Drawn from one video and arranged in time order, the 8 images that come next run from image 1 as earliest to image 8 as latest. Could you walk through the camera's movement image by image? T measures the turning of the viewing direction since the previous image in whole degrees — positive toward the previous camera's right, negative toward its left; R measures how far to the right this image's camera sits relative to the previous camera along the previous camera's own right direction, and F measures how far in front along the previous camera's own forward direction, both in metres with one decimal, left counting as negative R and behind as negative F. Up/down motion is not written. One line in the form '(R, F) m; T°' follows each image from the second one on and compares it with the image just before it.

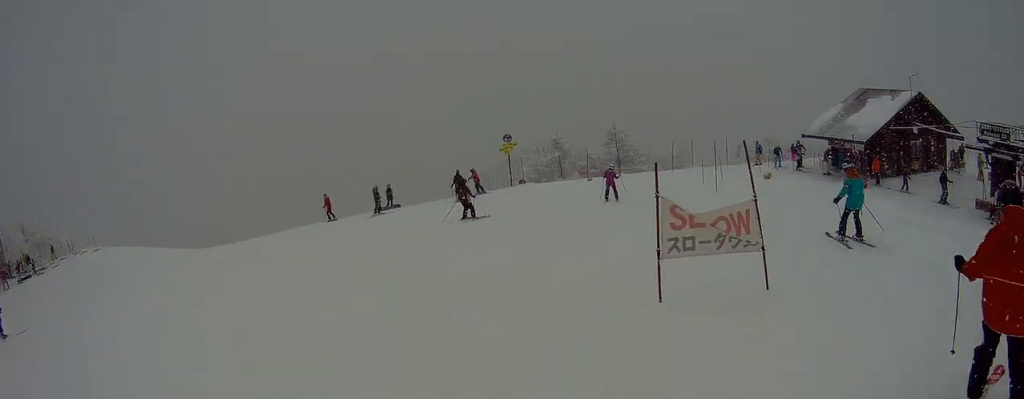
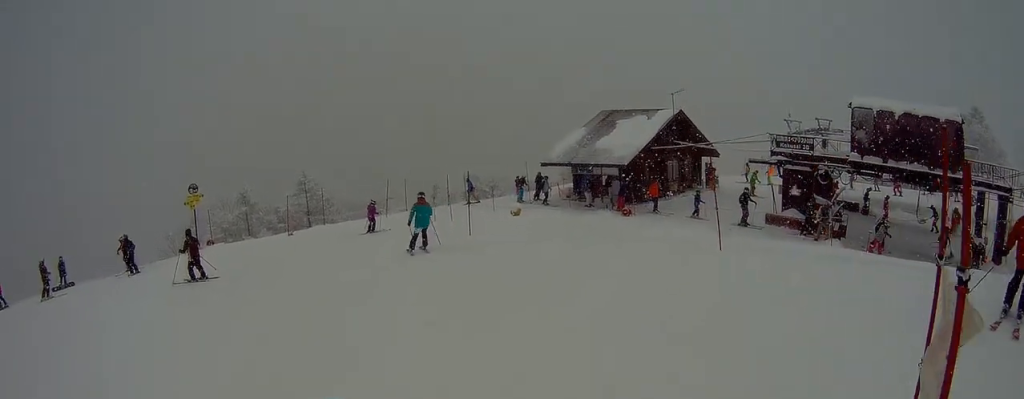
(+2.5, +6.0) m; +32°
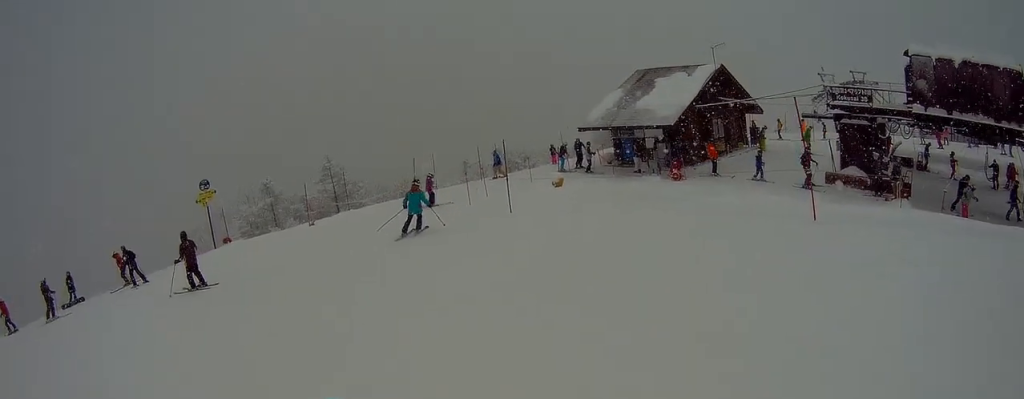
(+0.3, +2.1) m; +1°
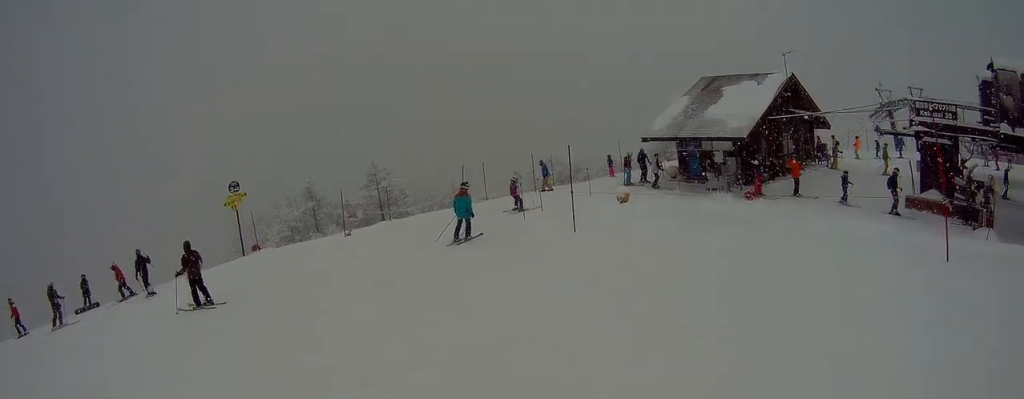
(-0.1, +2.3) m; +3°
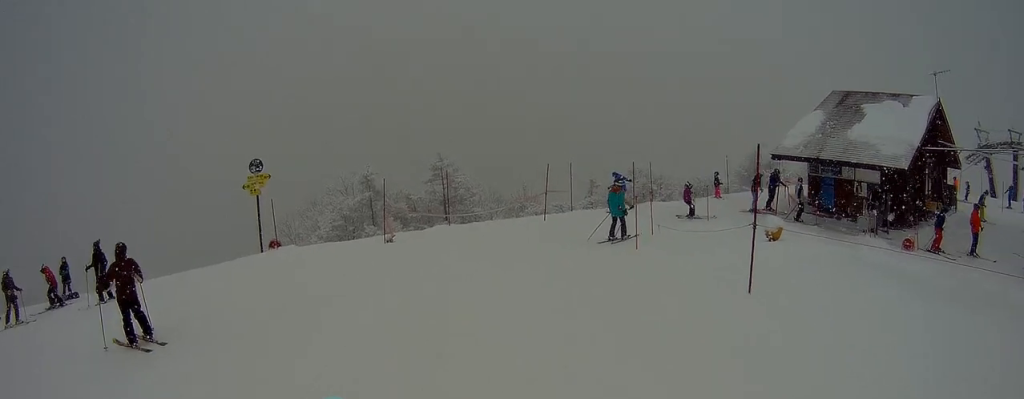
(+0.3, +5.5) m; +4°
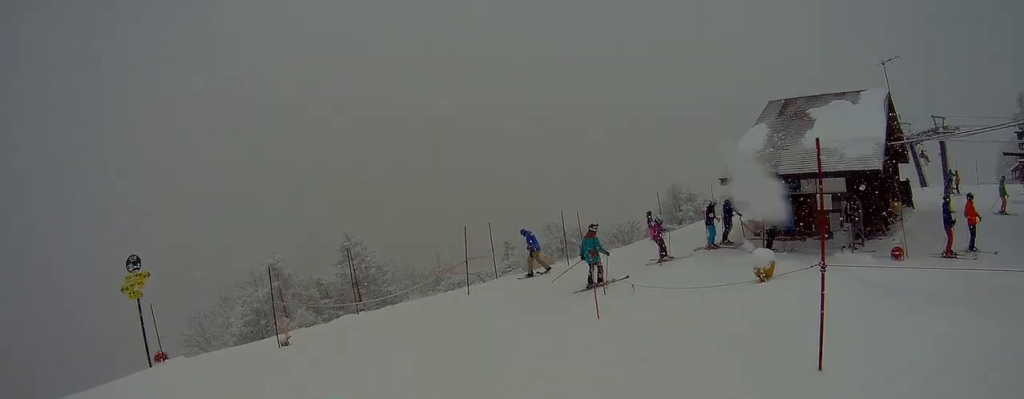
(+0.2, +3.0) m; -1°
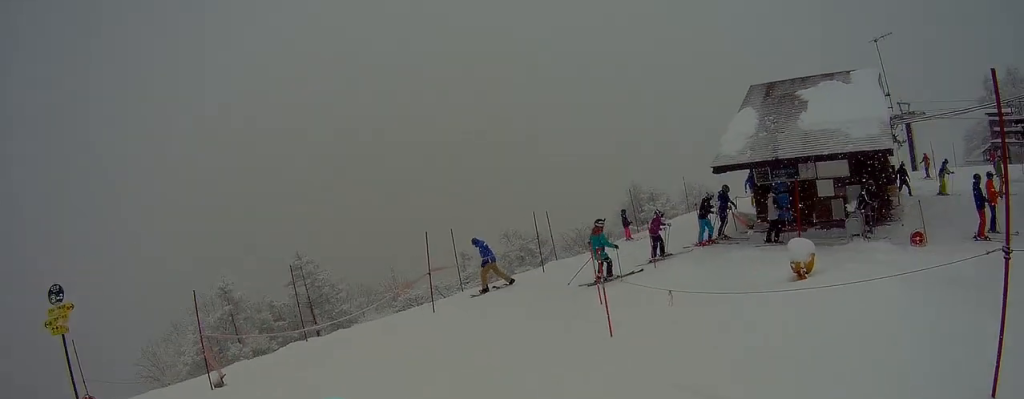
(-0.5, +2.1) m; -2°
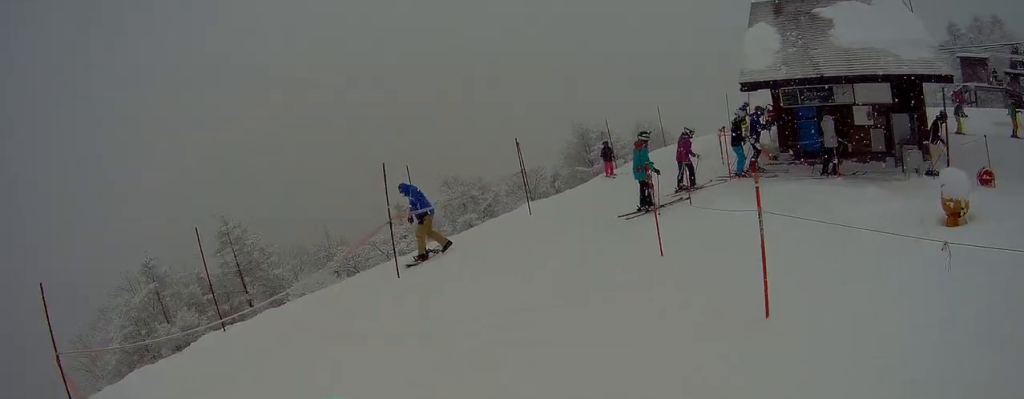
(+0.1, +3.3) m; +7°
